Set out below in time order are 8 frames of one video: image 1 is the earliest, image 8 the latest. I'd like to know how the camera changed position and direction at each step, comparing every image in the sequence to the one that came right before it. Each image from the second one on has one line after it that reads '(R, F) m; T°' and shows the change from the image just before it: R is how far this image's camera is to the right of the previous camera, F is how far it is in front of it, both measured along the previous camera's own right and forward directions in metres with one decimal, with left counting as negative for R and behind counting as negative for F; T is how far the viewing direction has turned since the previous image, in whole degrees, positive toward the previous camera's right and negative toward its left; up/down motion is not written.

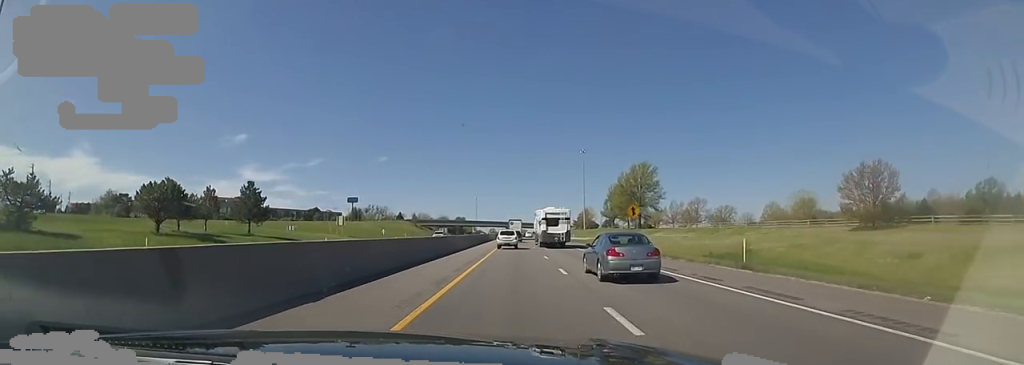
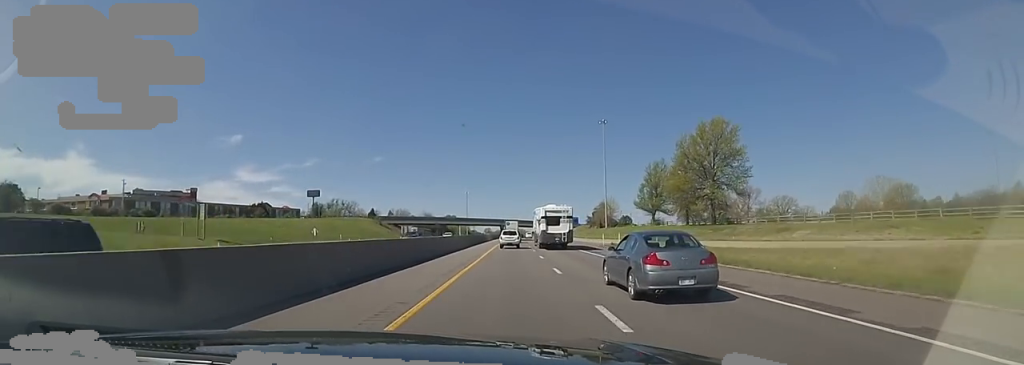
(+0.5, +48.8) m; +2°
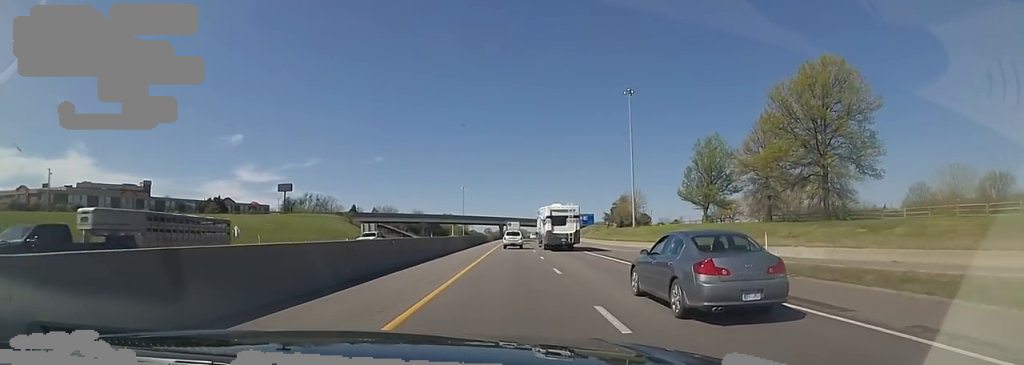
(+0.7, +29.3) m; 0°
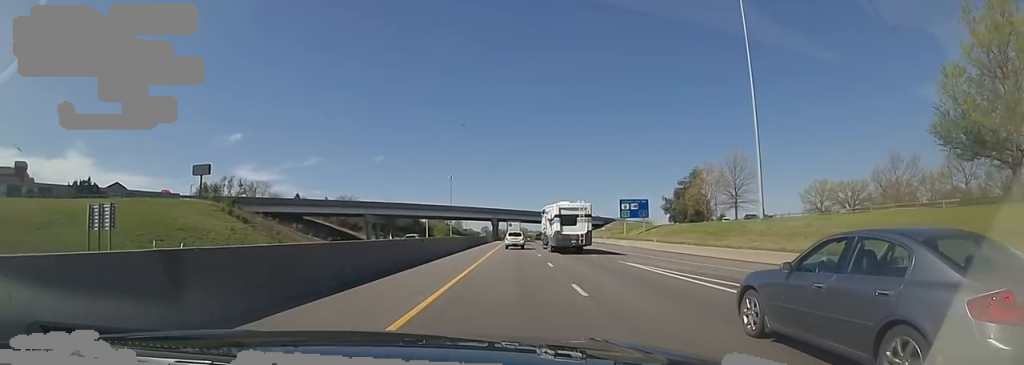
(+0.1, +54.5) m; 0°
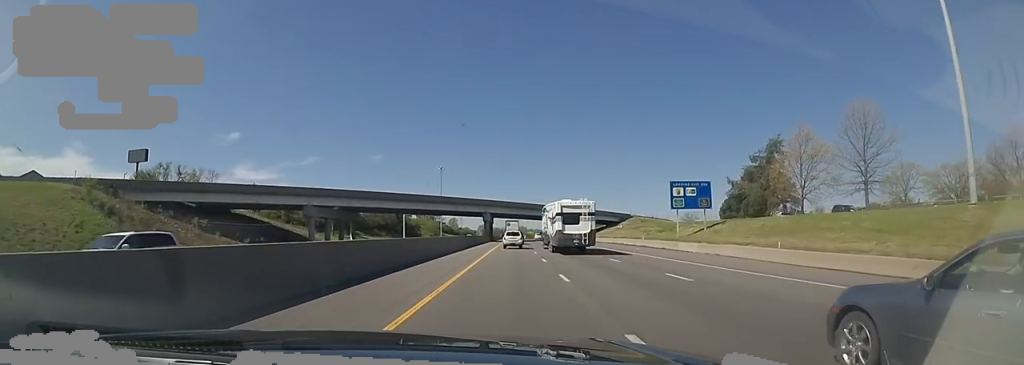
(-0.7, +26.4) m; -1°
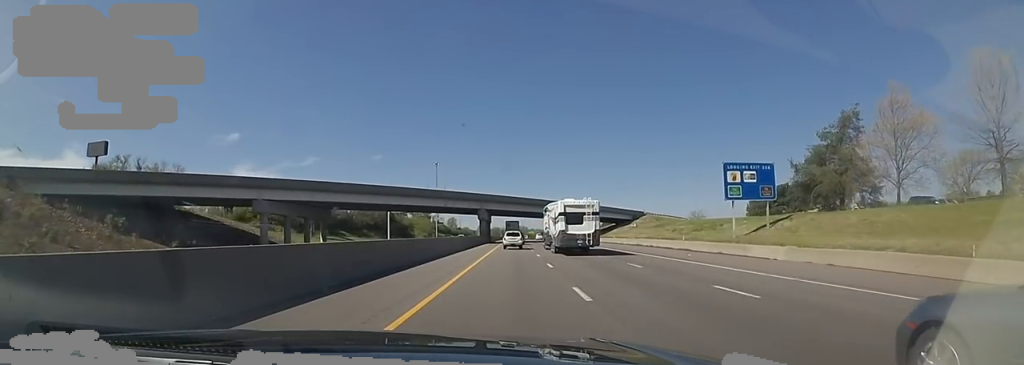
(-0.1, +13.8) m; -1°
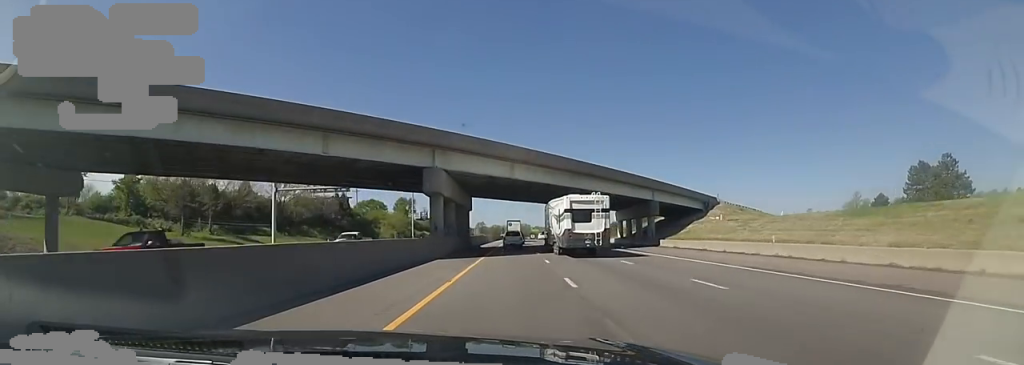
(0.0, +46.6) m; +1°
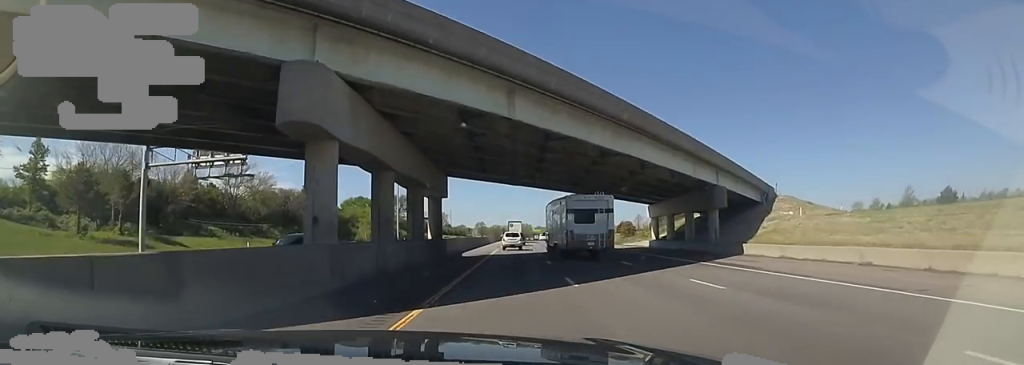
(+0.1, +19.0) m; +1°
